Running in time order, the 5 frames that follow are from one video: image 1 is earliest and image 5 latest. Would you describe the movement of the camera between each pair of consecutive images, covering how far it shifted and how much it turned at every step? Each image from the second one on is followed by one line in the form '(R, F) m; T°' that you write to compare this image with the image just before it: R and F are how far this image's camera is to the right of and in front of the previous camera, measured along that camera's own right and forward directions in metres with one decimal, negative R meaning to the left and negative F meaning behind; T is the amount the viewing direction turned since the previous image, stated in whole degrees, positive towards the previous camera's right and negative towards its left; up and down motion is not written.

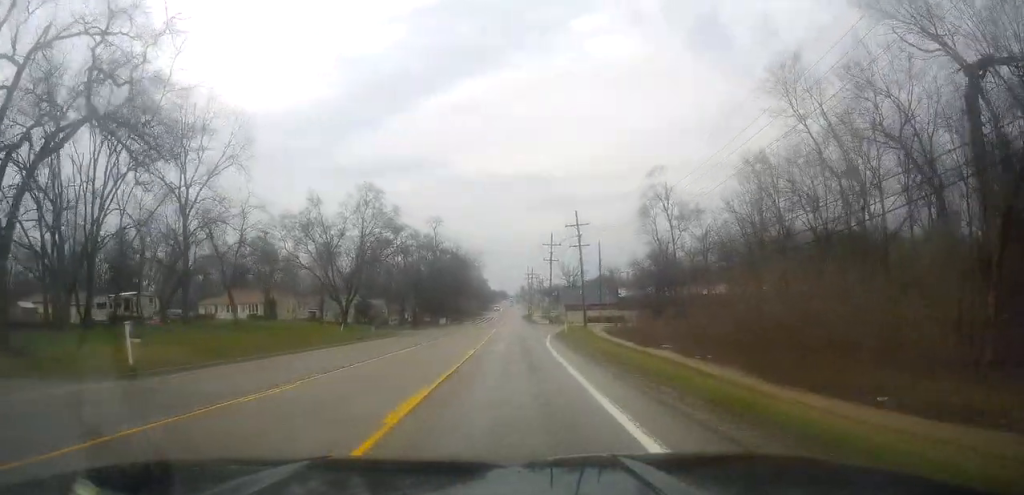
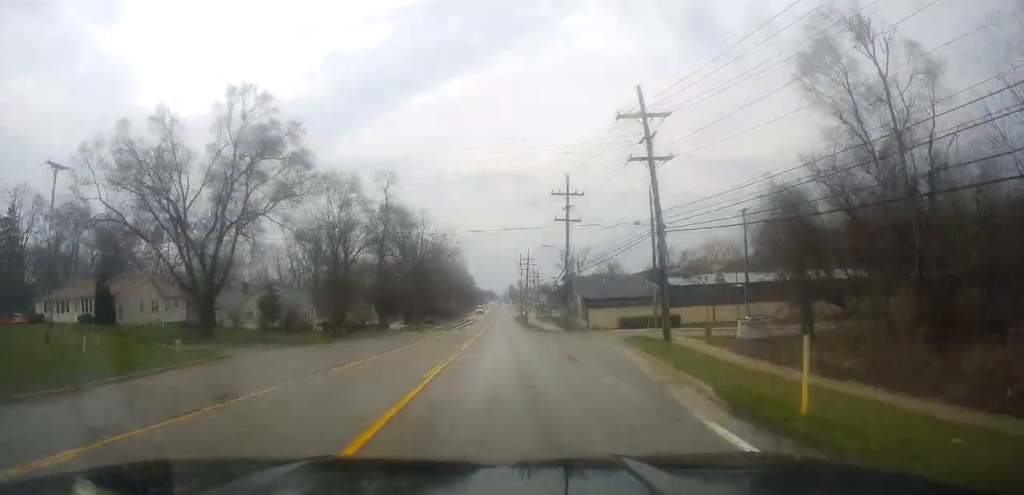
(+1.2, +39.2) m; +3°
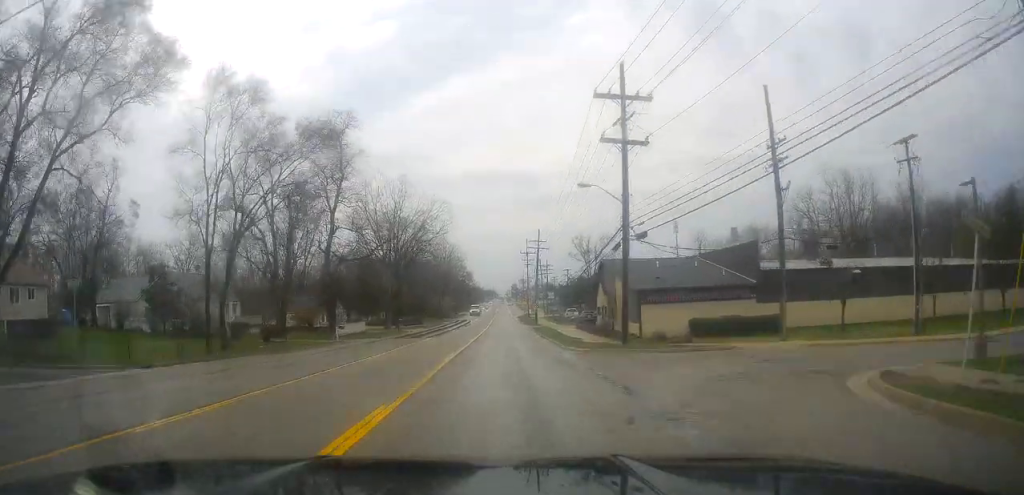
(0.0, +24.8) m; -1°
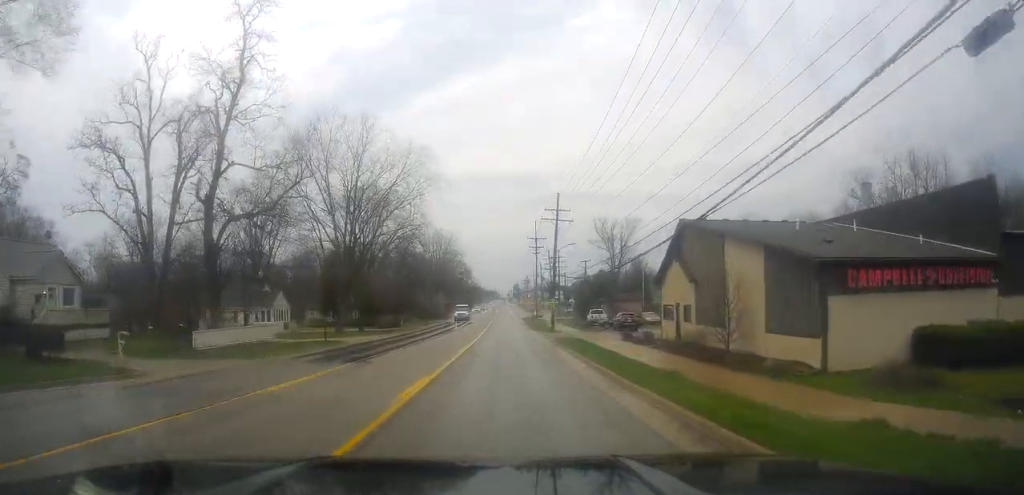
(-0.2, +24.9) m; -1°
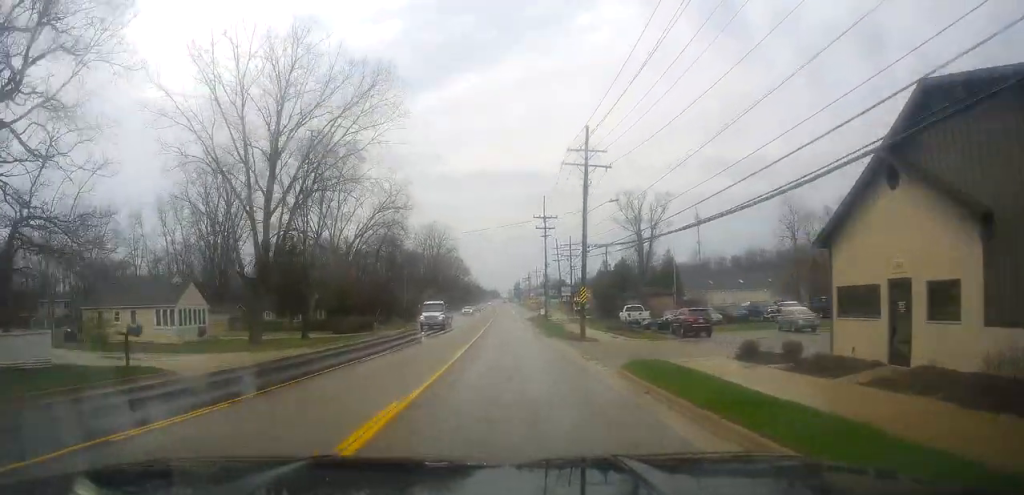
(0.0, +20.3) m; 0°
